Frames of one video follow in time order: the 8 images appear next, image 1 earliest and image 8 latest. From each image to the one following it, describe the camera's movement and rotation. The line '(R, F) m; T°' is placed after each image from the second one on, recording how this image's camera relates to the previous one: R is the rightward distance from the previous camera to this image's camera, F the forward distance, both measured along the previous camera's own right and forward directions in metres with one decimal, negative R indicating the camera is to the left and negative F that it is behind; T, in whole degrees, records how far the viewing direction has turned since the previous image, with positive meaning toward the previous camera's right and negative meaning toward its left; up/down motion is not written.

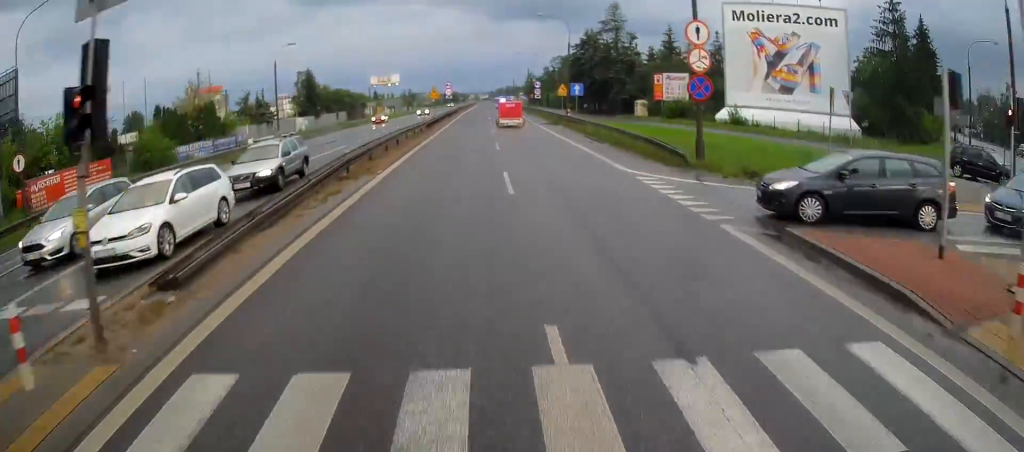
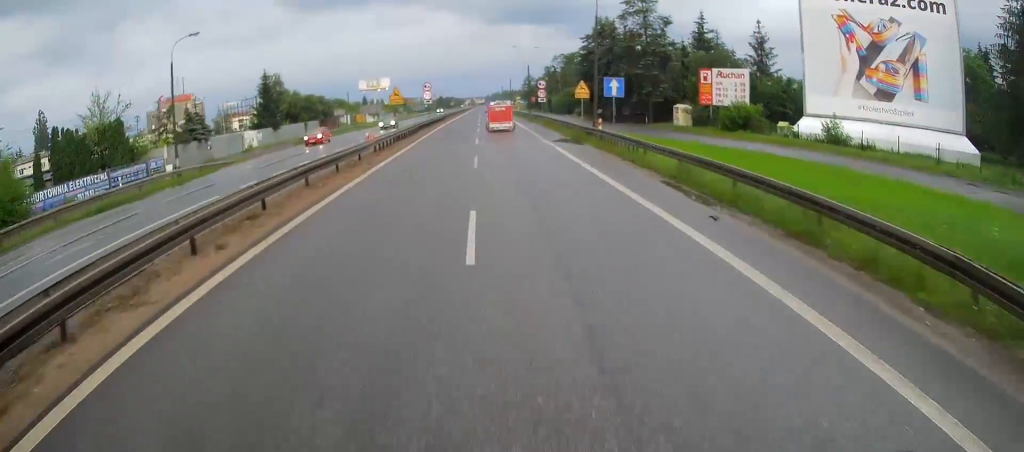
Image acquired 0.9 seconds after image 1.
(-0.1, +17.5) m; 0°
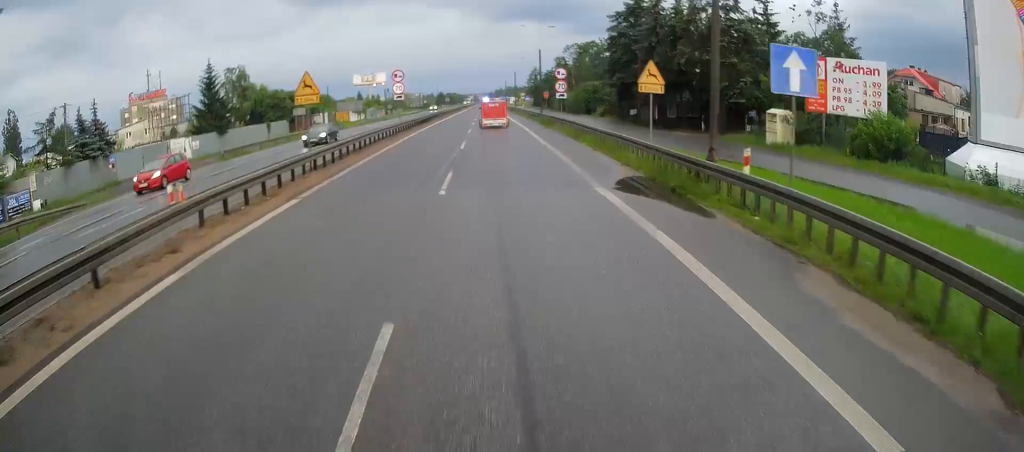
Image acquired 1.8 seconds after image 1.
(+0.1, +18.0) m; 0°
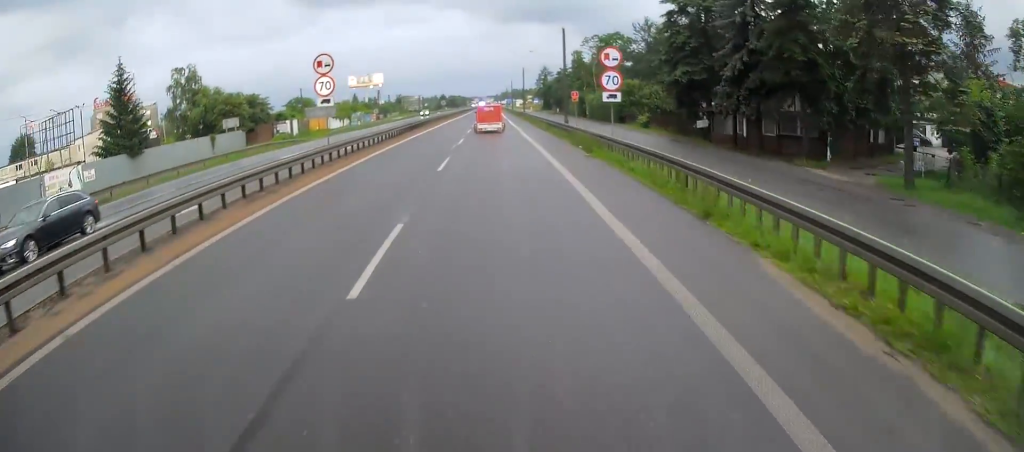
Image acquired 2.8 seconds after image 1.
(0.0, +18.9) m; 0°
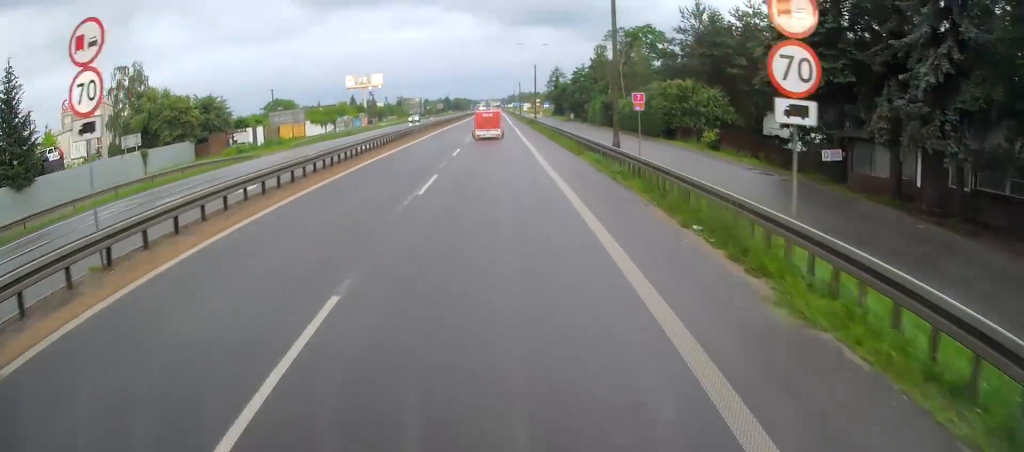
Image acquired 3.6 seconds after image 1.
(0.0, +15.5) m; 0°
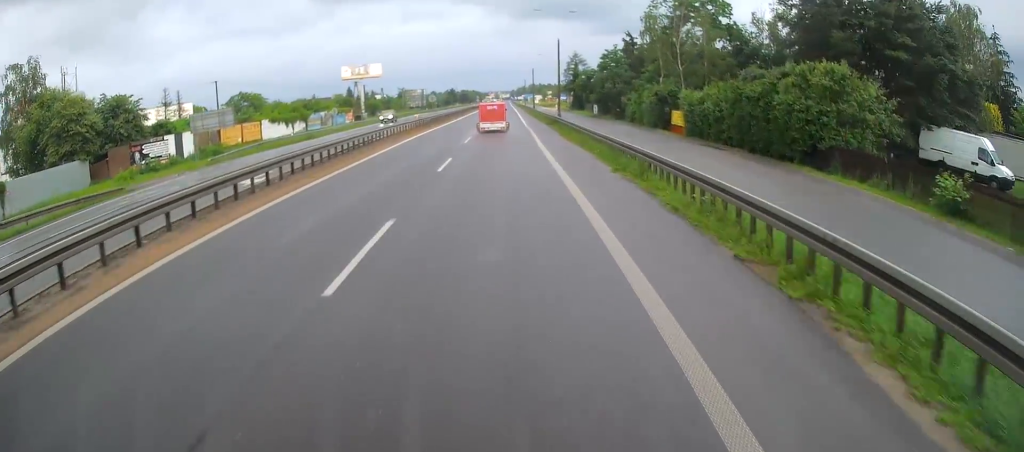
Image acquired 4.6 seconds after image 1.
(-0.1, +20.3) m; -1°
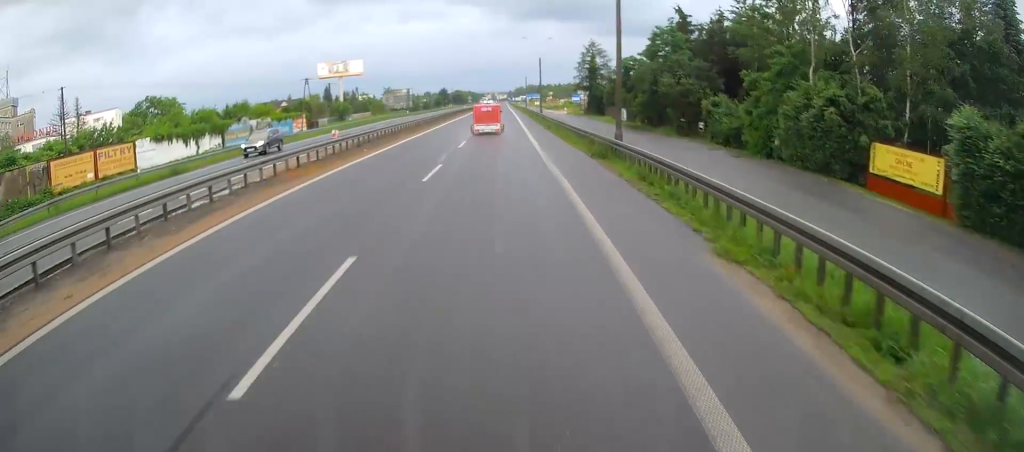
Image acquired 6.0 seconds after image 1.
(-0.3, +27.0) m; -1°
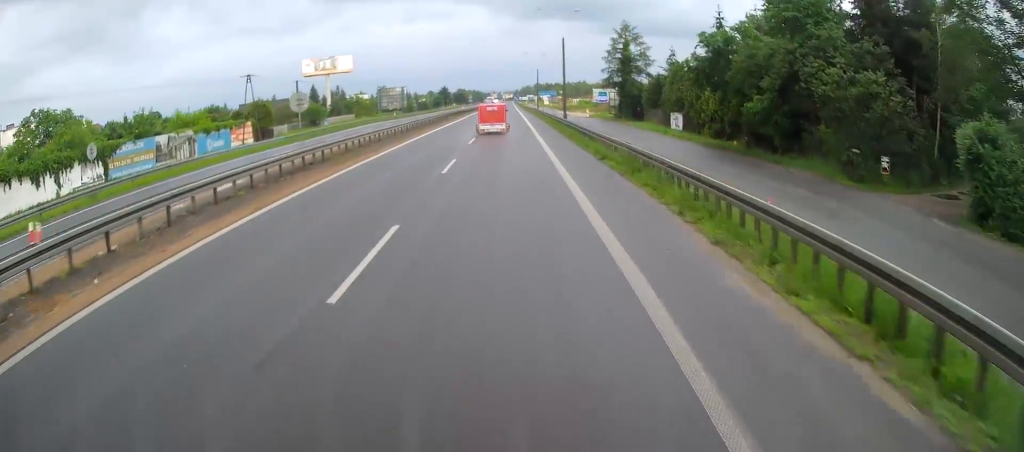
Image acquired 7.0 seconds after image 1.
(-0.1, +22.2) m; +1°
